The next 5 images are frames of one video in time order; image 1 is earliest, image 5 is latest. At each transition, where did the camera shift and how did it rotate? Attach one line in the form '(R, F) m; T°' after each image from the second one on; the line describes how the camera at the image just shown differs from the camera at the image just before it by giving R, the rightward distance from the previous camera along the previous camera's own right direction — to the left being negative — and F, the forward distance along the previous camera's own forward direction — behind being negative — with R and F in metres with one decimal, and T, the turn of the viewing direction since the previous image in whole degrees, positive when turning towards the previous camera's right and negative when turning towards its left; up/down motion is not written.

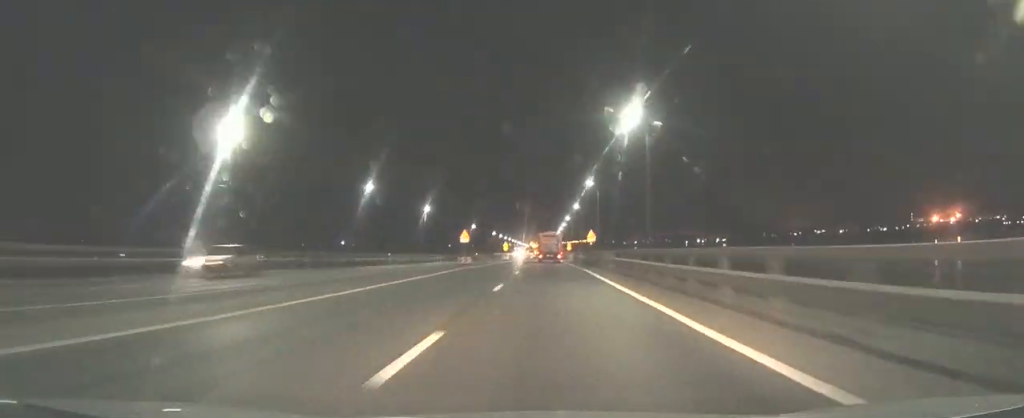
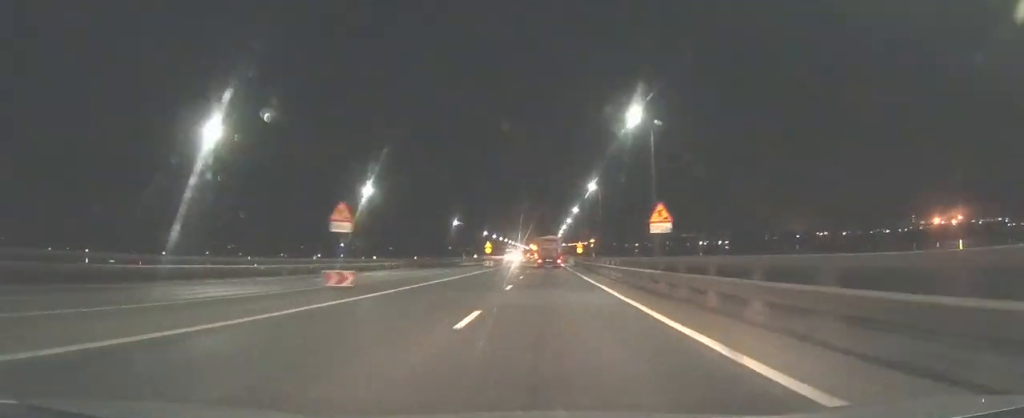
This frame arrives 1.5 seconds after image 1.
(0.0, +30.7) m; 0°
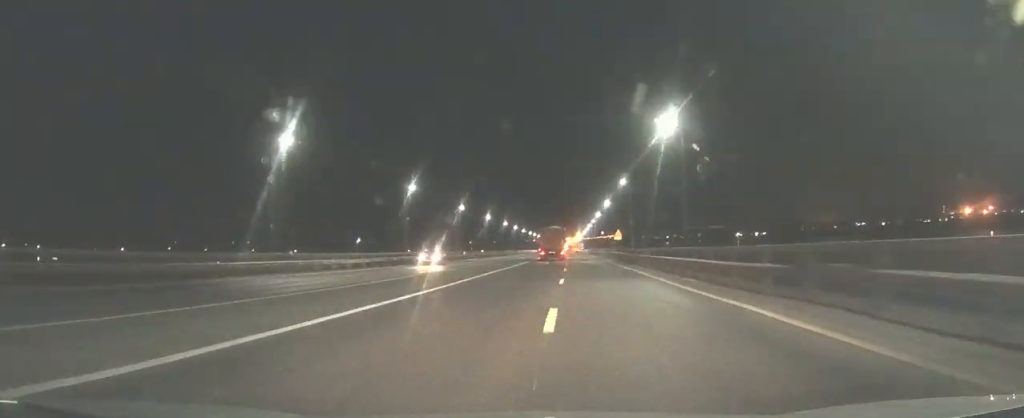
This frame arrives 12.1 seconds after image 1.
(-2.7, +206.0) m; -2°
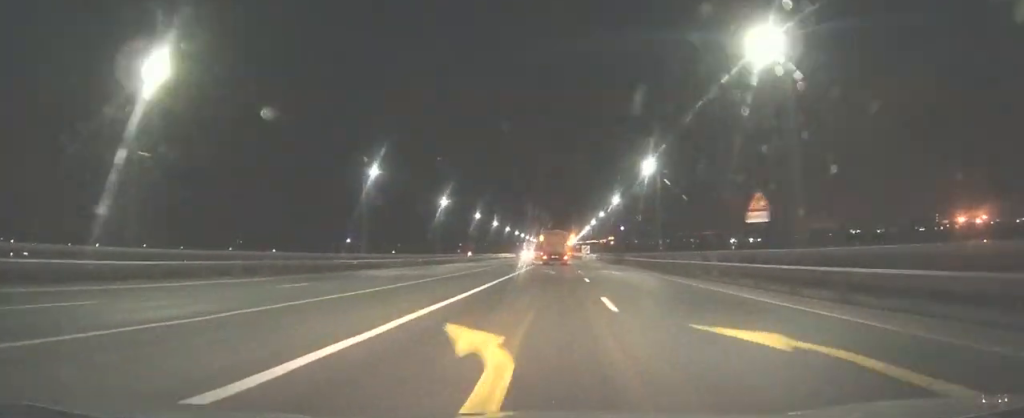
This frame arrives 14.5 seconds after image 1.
(0.0, +44.7) m; 0°
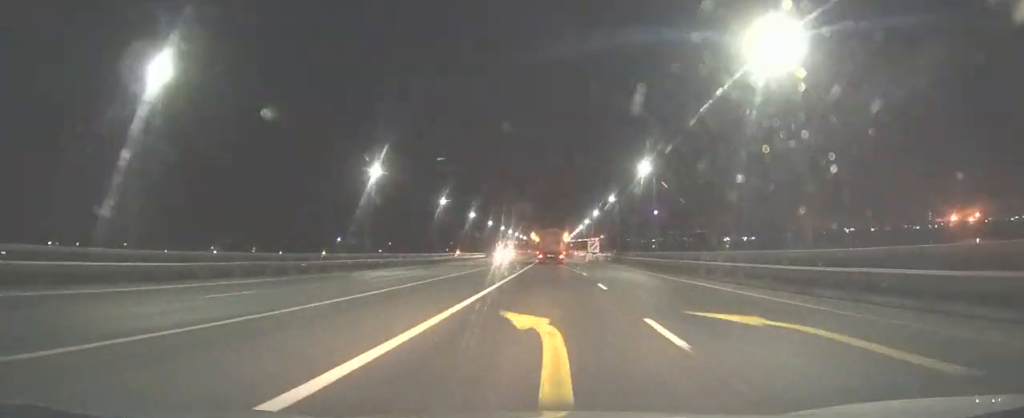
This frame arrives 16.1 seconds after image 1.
(+0.3, +29.7) m; 0°
